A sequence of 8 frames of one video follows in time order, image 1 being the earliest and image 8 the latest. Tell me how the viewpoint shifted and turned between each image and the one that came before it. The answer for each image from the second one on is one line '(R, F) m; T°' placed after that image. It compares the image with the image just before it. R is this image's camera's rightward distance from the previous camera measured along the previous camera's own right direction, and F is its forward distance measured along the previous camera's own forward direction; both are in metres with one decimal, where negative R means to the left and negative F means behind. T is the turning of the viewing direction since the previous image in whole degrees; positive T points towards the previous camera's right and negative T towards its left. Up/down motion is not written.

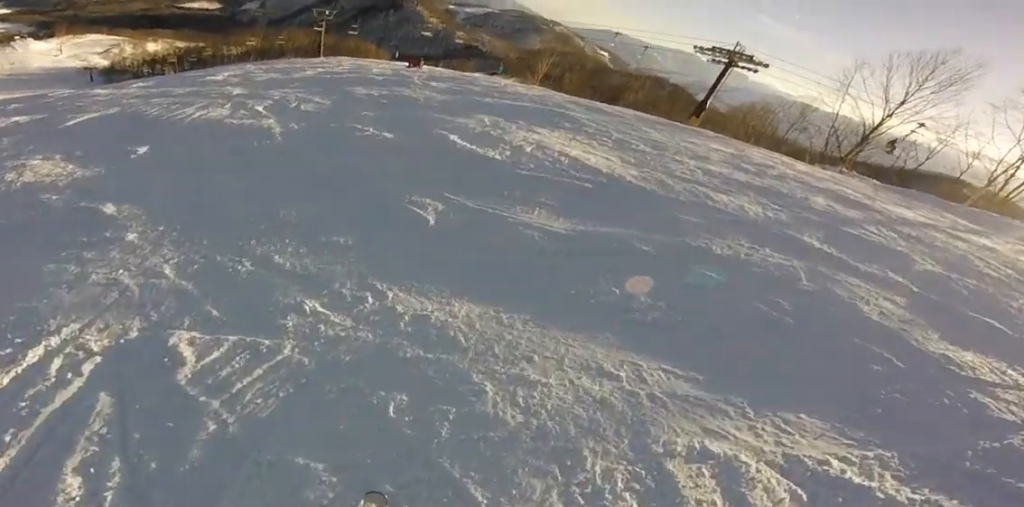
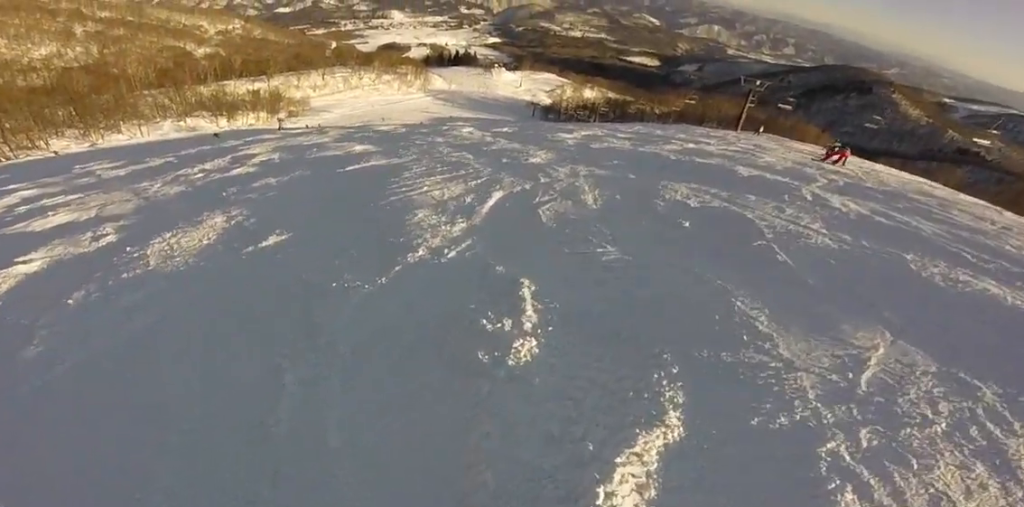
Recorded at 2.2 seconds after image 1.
(-1.4, +6.0) m; -36°
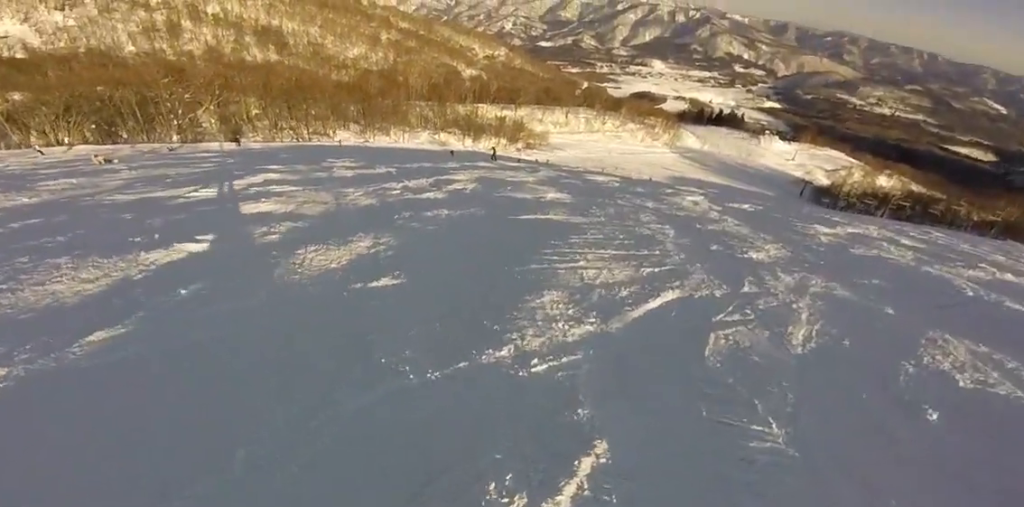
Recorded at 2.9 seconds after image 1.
(-0.4, +1.8) m; -14°
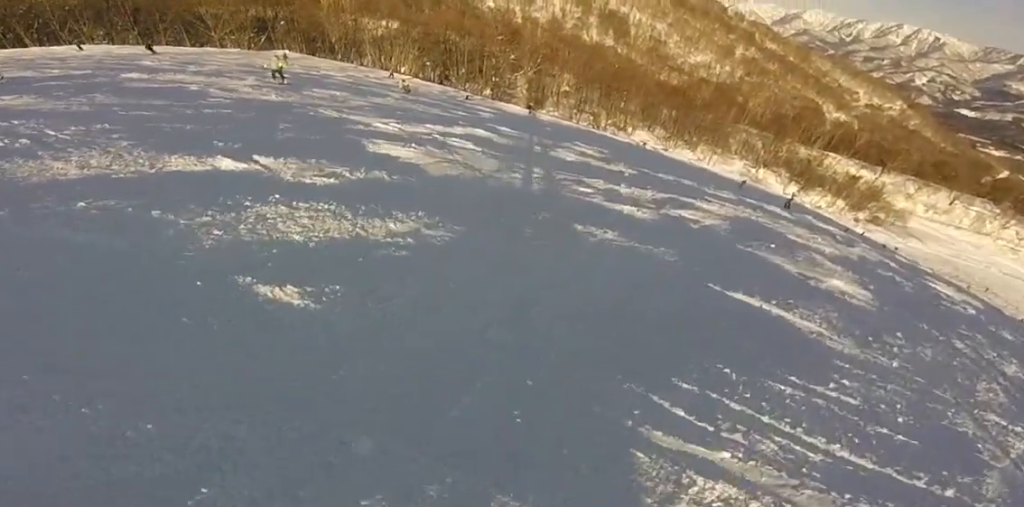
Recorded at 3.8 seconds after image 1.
(-0.6, +3.1) m; -20°
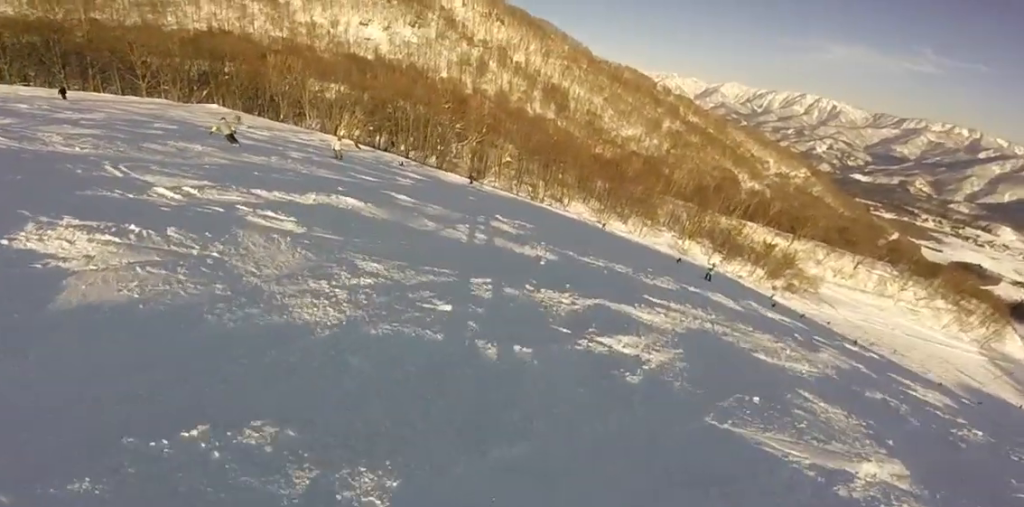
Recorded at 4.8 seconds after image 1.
(-0.4, +3.1) m; -18°
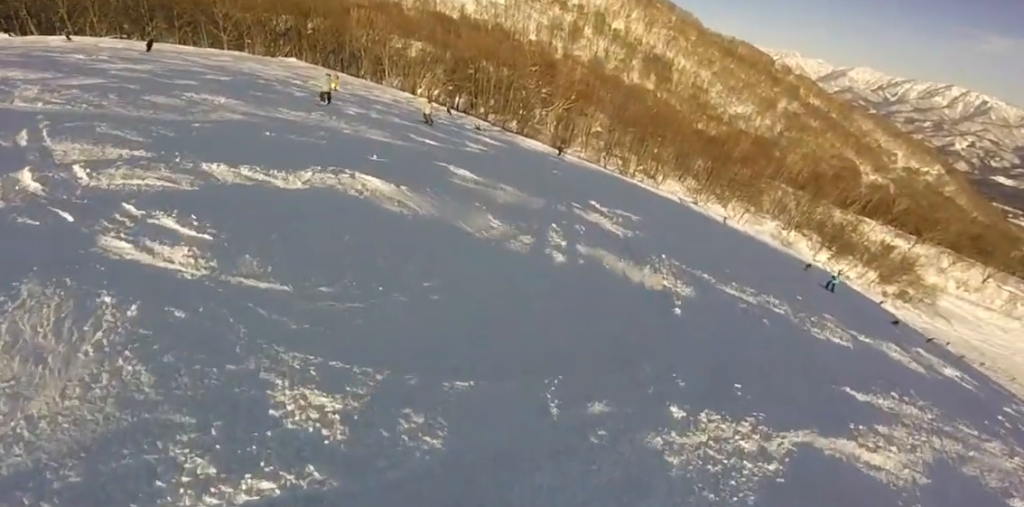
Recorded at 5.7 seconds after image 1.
(-0.7, +2.6) m; +3°
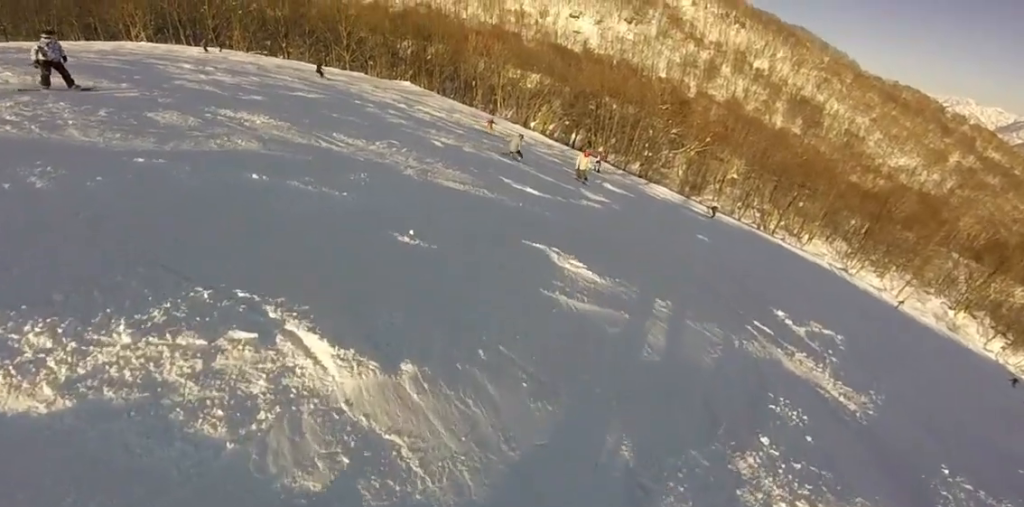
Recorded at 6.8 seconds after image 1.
(+1.2, +3.0) m; +23°
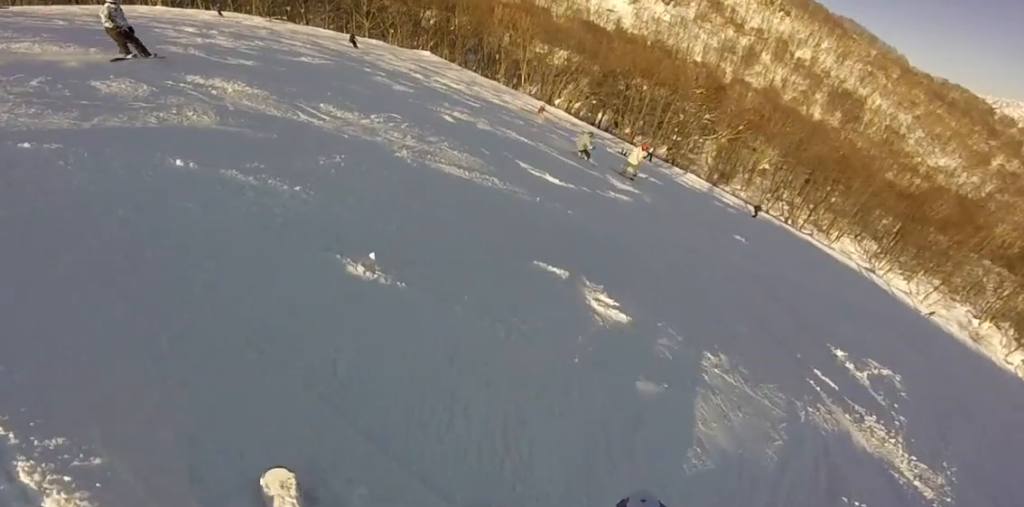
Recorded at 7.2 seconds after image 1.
(0.0, +1.1) m; +1°
